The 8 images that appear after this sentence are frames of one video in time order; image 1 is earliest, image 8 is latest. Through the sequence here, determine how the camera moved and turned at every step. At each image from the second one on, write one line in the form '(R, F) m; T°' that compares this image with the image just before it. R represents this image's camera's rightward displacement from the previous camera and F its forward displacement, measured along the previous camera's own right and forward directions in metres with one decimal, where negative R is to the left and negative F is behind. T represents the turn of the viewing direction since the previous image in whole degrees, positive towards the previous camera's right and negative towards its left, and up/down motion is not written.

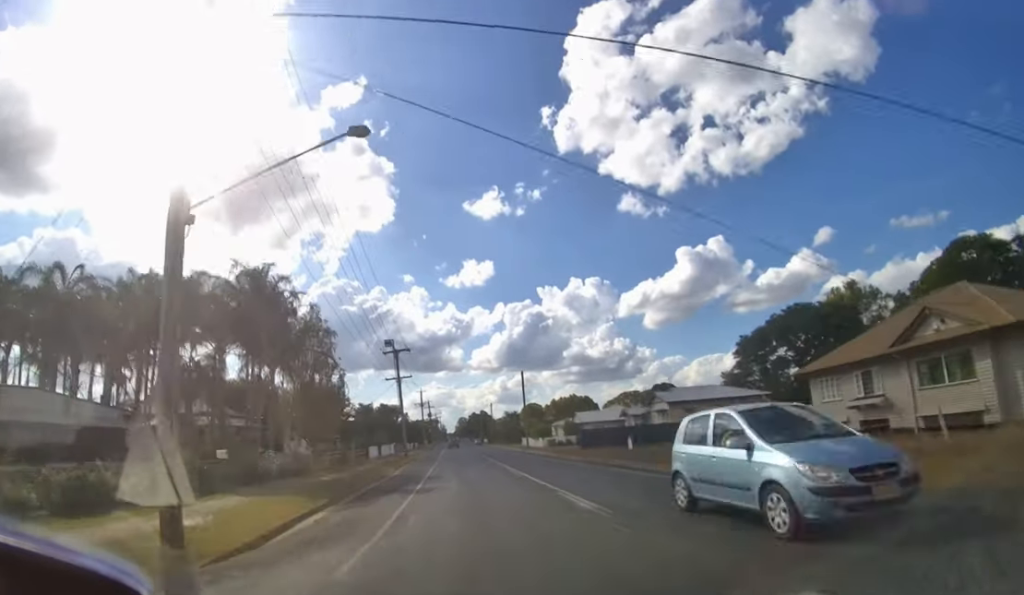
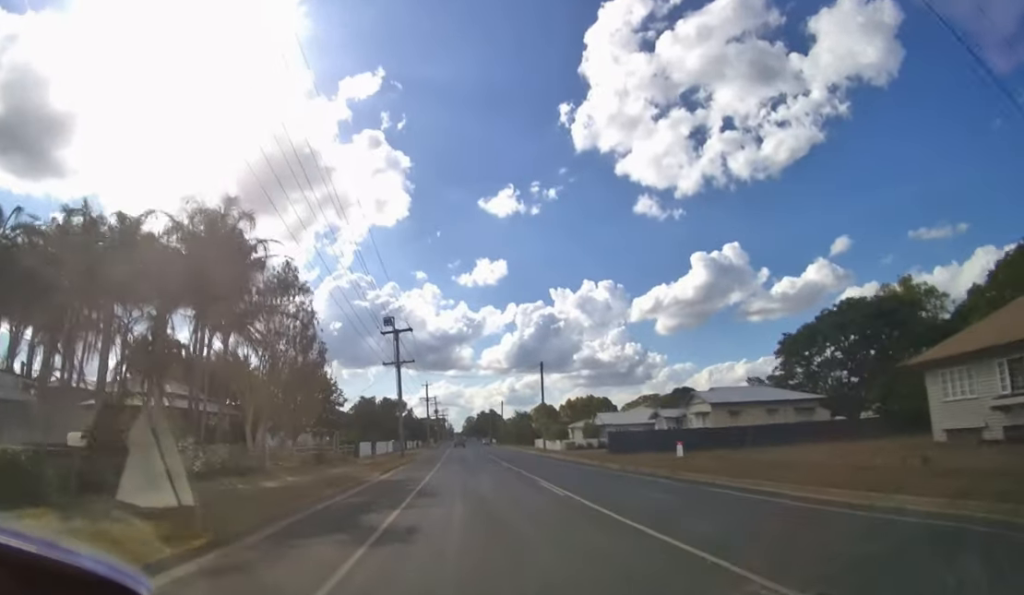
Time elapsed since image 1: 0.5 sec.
(-0.3, +9.4) m; -2°
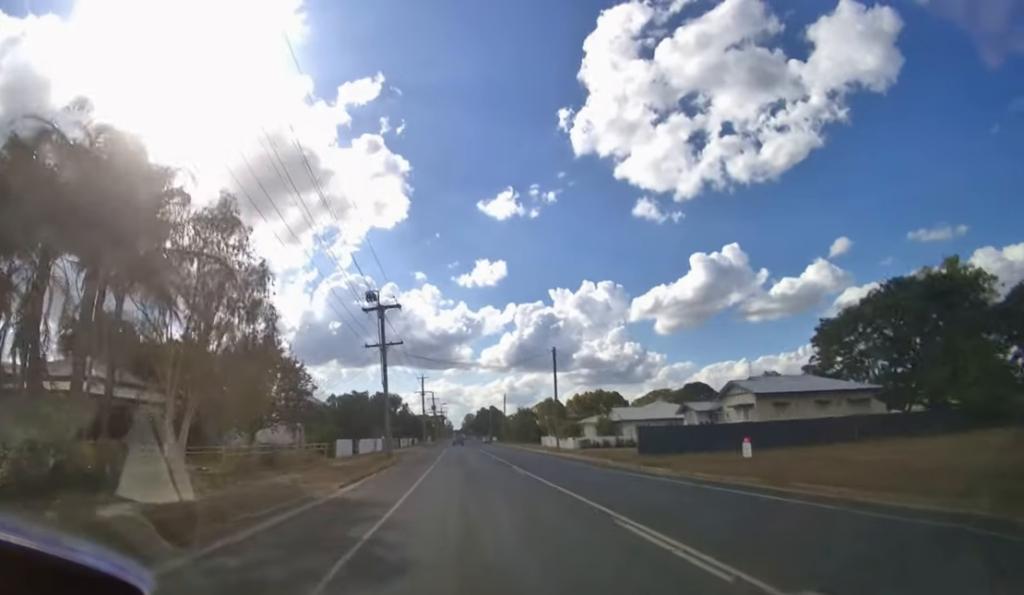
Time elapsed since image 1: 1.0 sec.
(-0.1, +8.6) m; -1°
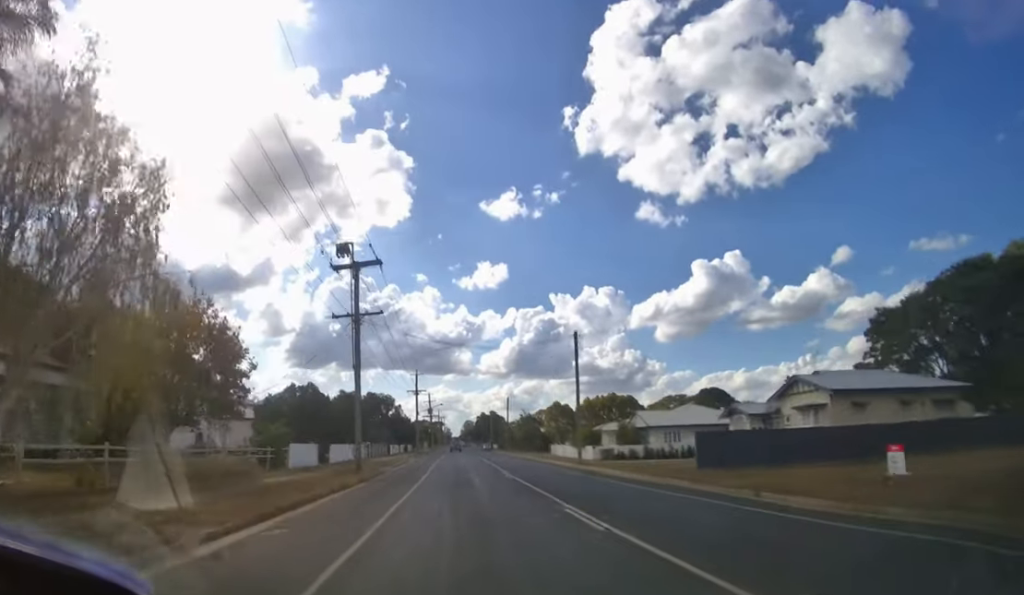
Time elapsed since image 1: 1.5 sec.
(-0.1, +10.0) m; -1°
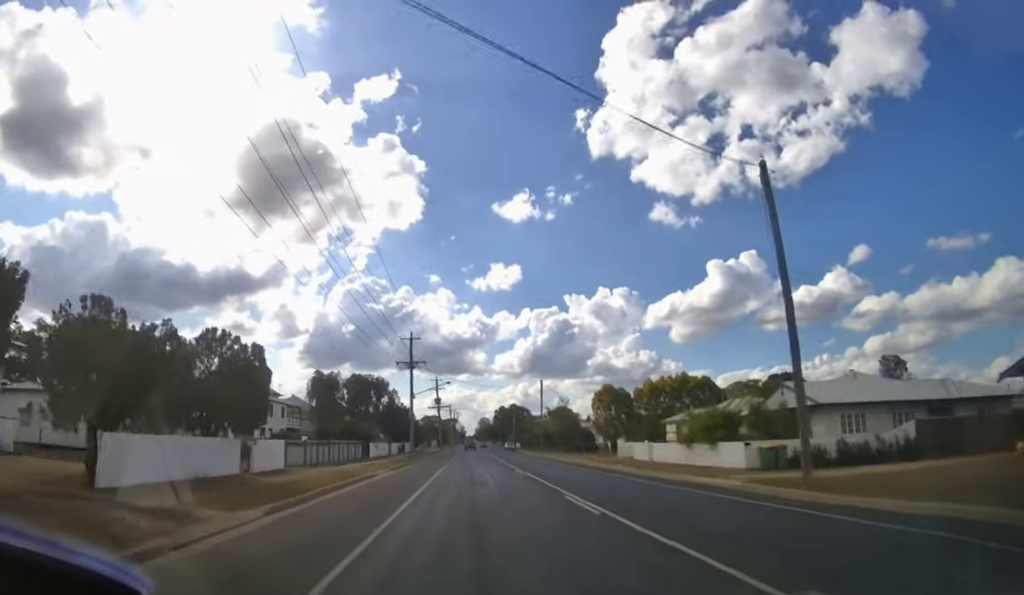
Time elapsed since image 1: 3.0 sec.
(-0.4, +24.0) m; -1°
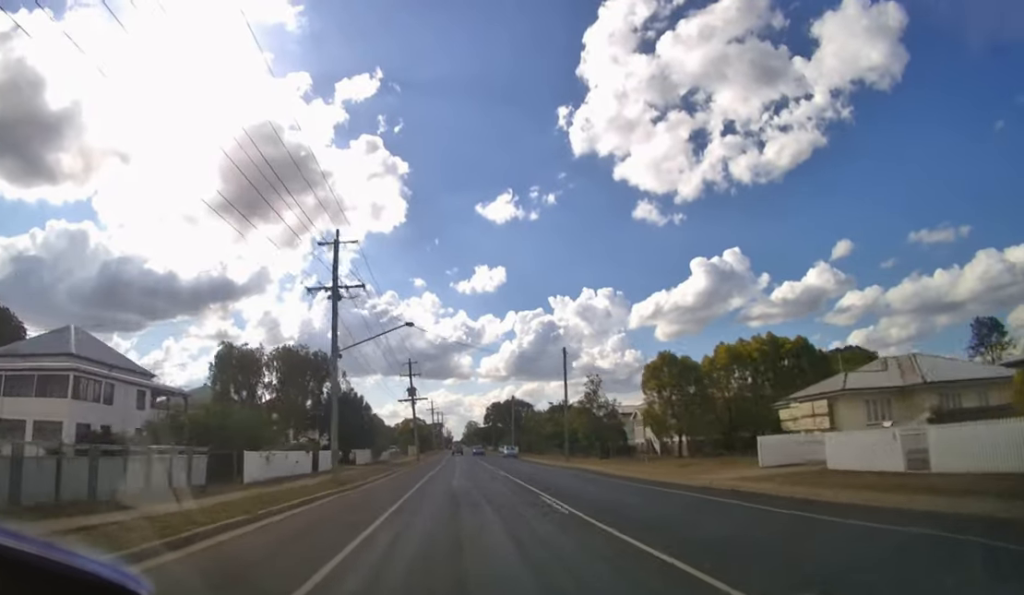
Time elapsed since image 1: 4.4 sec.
(0.0, +21.5) m; 0°
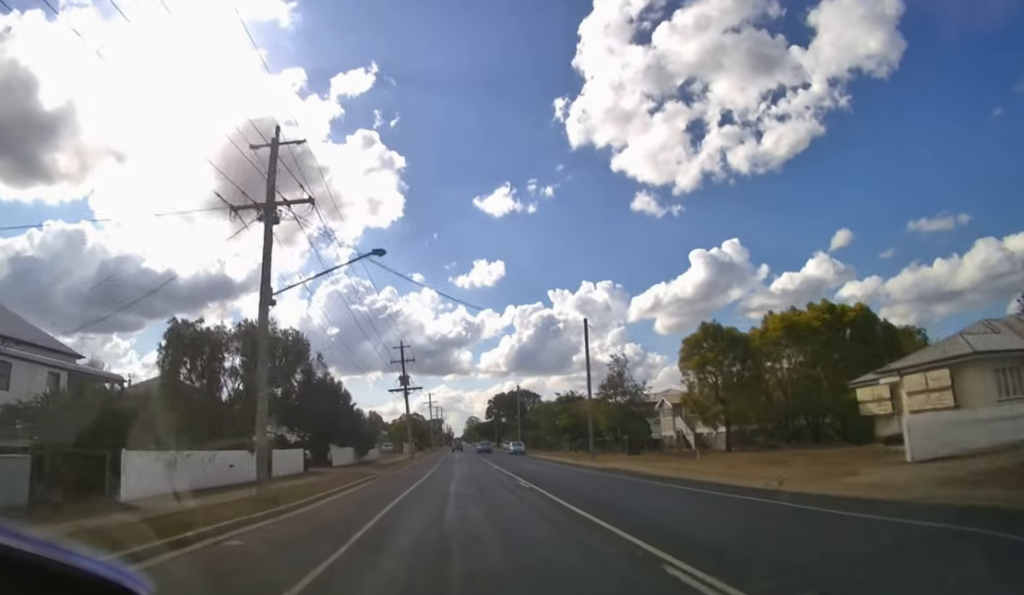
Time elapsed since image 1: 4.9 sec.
(0.0, +7.2) m; 0°
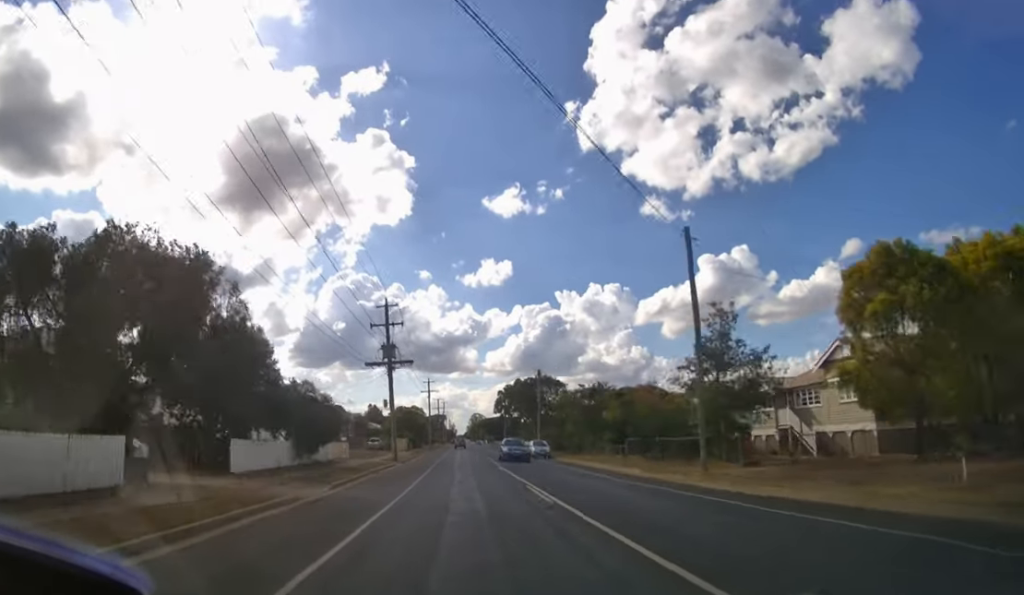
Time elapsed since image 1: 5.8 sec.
(0.0, +12.4) m; 0°
